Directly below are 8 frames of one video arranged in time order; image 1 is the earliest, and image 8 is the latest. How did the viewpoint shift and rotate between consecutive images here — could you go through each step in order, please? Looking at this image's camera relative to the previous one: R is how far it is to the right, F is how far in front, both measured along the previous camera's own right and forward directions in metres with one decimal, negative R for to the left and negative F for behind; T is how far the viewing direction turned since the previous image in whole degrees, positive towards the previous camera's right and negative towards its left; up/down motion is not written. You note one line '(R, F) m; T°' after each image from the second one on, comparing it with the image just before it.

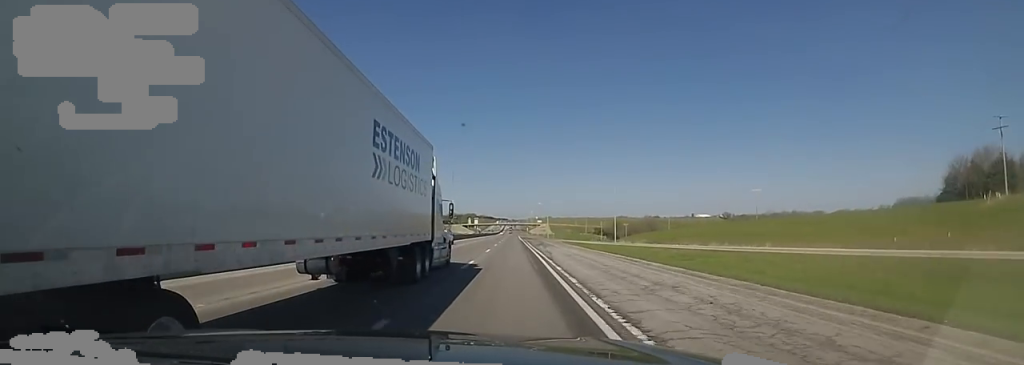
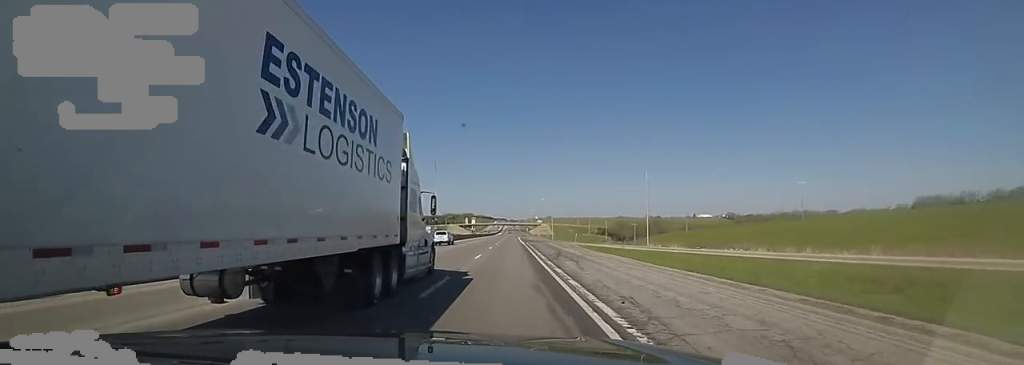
(-0.1, +23.1) m; +1°
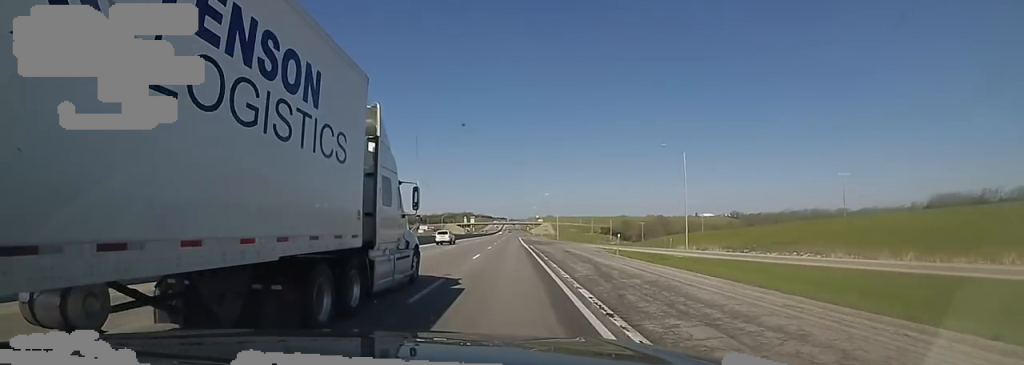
(0.0, +15.9) m; +1°
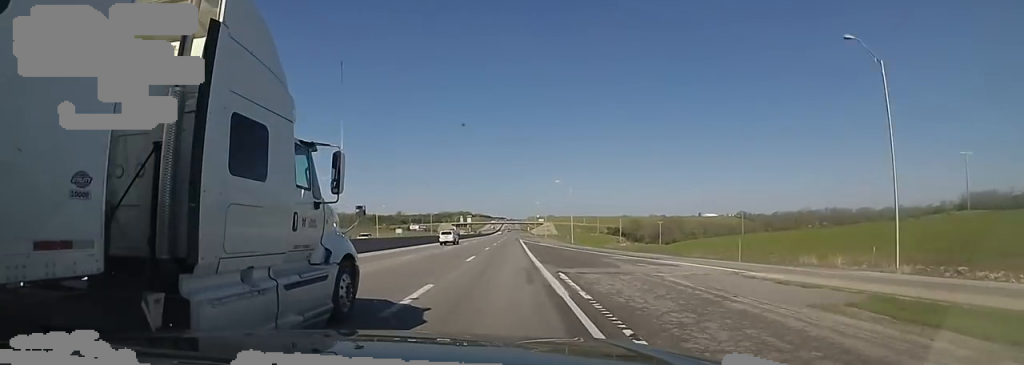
(+1.2, +31.8) m; 0°
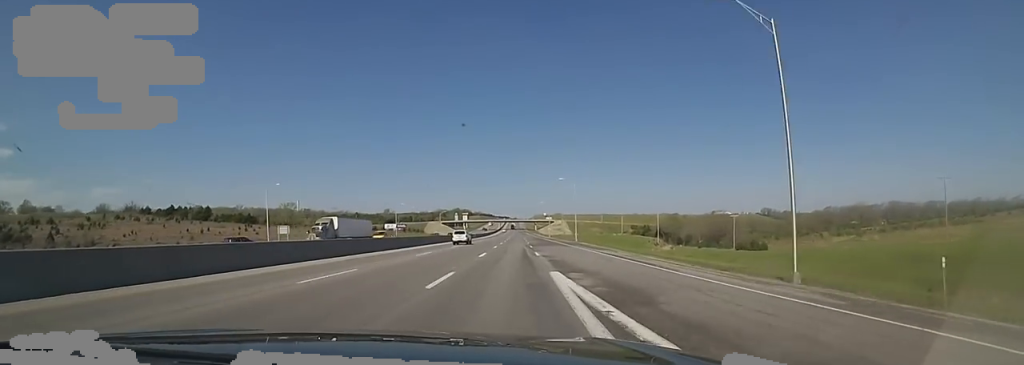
(-3.0, +73.4) m; -2°
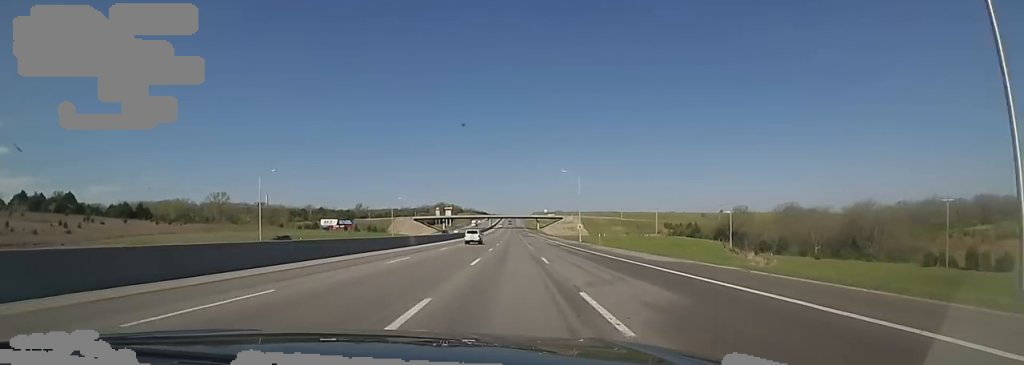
(0.0, +83.4) m; 0°
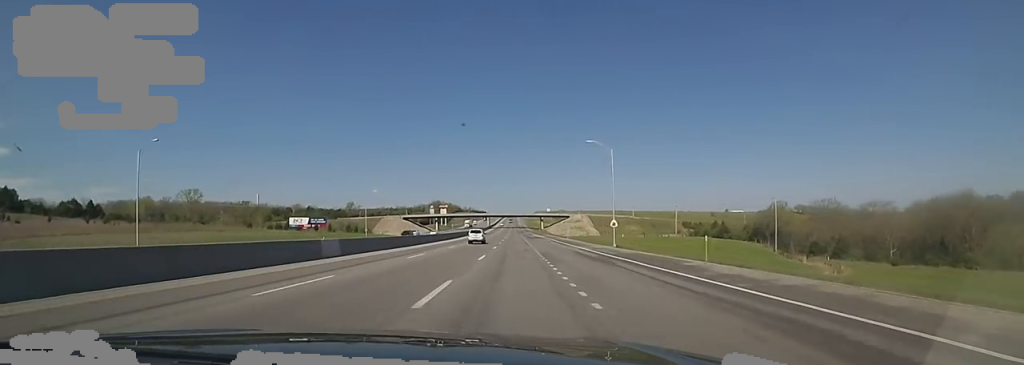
(0.0, +26.9) m; 0°
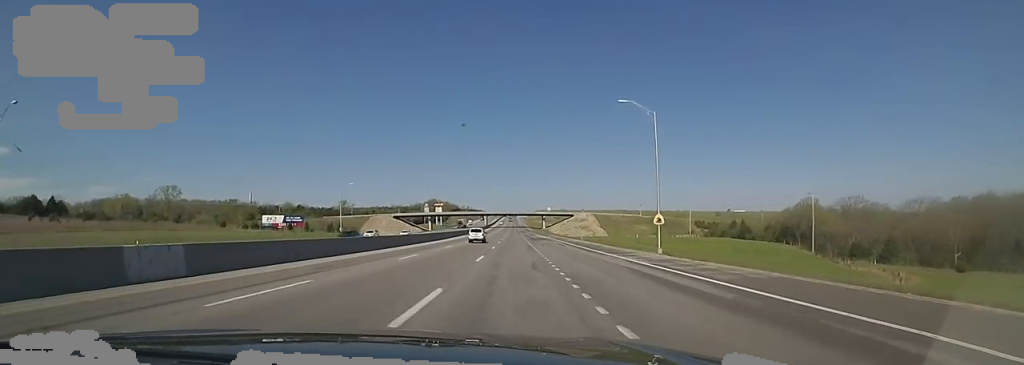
(0.0, +17.2) m; +1°
